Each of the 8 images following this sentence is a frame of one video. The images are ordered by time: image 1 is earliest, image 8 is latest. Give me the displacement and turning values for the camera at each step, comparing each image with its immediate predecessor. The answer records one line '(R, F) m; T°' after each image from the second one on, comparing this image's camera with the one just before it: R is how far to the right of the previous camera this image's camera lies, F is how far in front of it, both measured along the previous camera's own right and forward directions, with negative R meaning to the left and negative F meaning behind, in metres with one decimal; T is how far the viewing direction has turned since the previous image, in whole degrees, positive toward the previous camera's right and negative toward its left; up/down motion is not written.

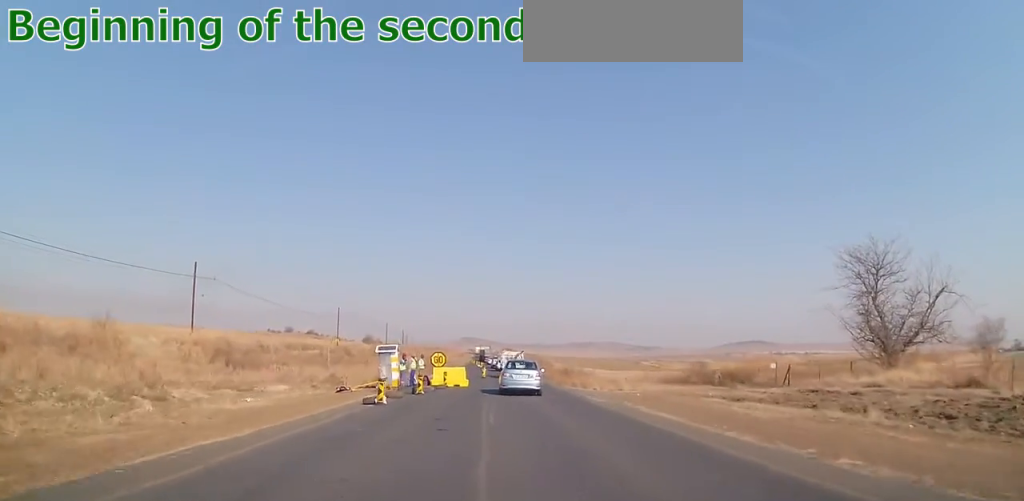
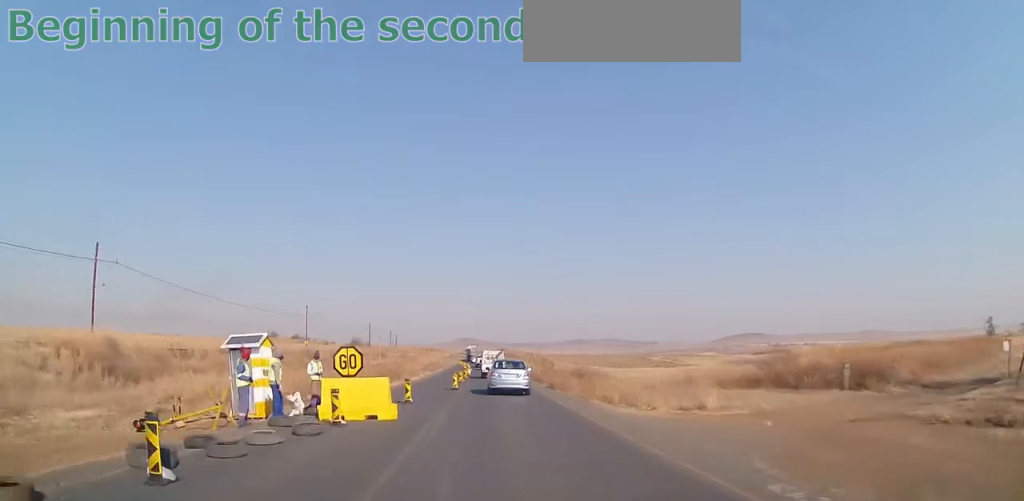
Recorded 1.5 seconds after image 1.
(+0.2, +16.9) m; +1°
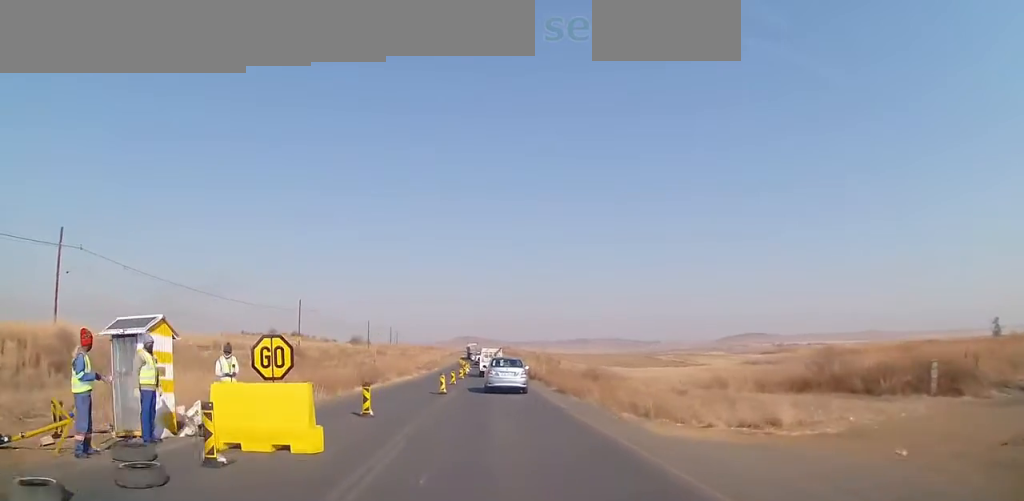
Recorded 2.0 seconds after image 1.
(0.0, +5.6) m; 0°
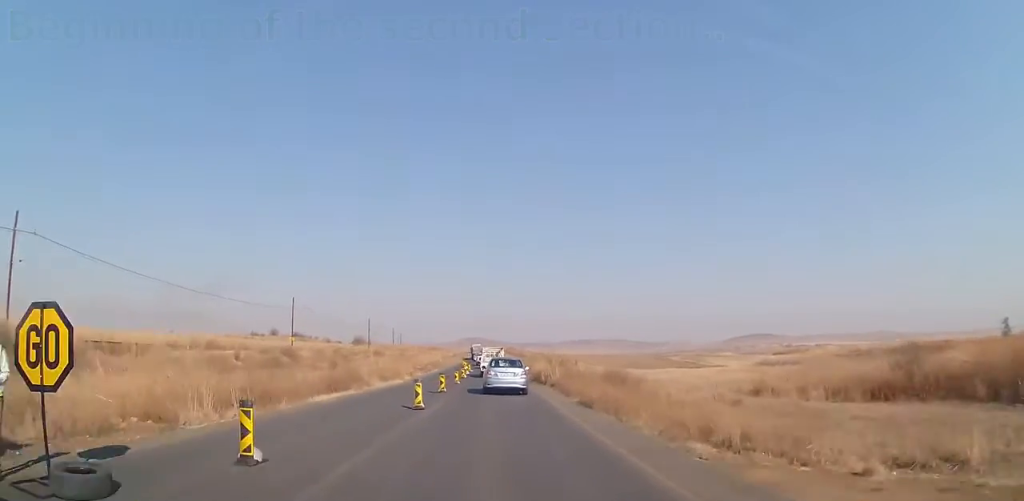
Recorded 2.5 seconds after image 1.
(0.0, +6.4) m; 0°
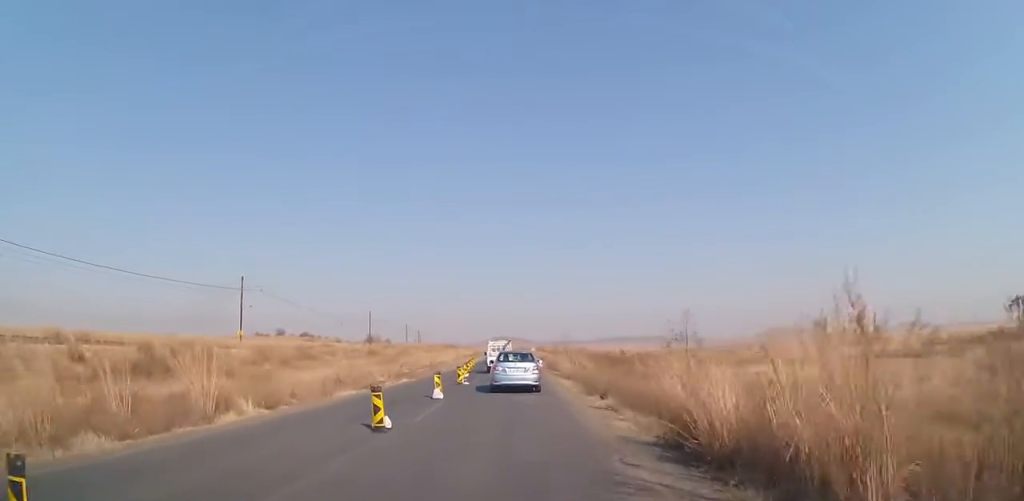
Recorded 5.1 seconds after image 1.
(-1.1, +30.0) m; -3°
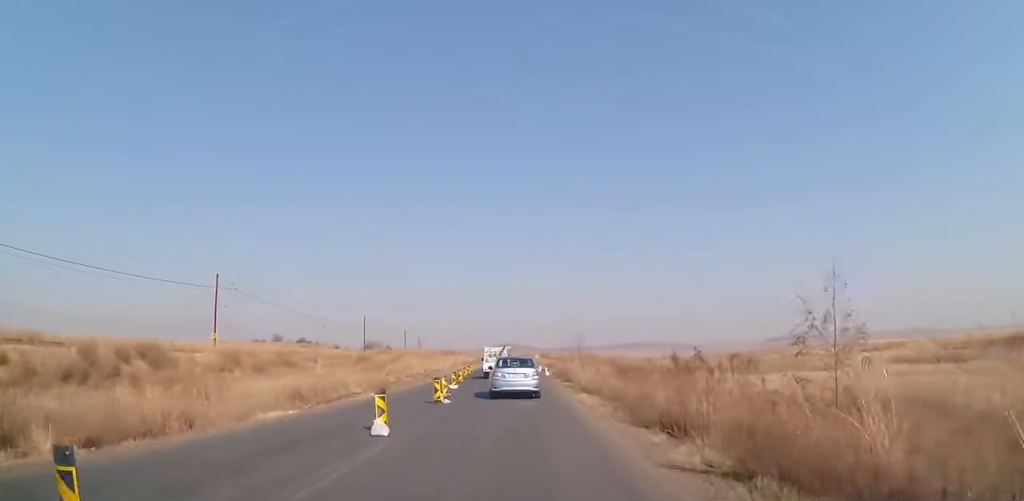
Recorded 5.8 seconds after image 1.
(0.0, +7.7) m; +1°
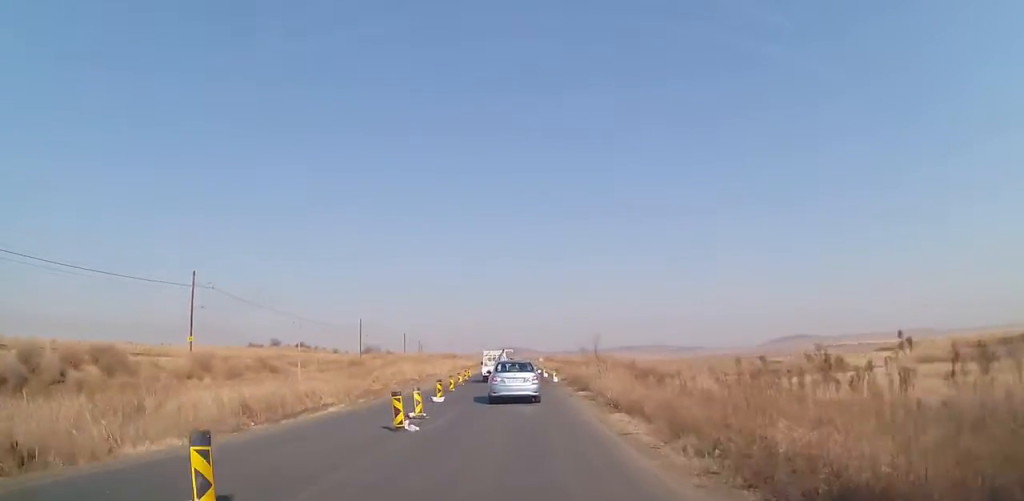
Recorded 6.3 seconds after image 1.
(0.0, +6.2) m; +1°
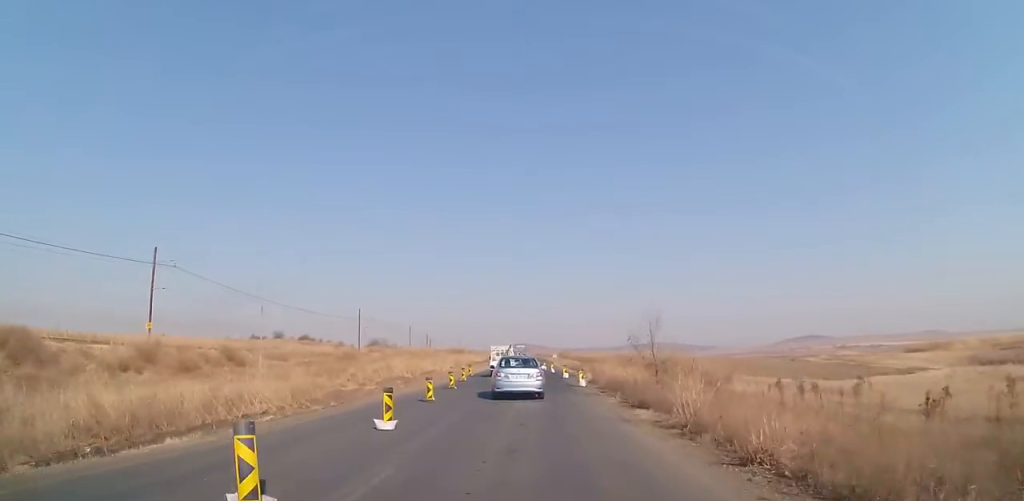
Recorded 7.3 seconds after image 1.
(+0.2, +9.9) m; -2°
